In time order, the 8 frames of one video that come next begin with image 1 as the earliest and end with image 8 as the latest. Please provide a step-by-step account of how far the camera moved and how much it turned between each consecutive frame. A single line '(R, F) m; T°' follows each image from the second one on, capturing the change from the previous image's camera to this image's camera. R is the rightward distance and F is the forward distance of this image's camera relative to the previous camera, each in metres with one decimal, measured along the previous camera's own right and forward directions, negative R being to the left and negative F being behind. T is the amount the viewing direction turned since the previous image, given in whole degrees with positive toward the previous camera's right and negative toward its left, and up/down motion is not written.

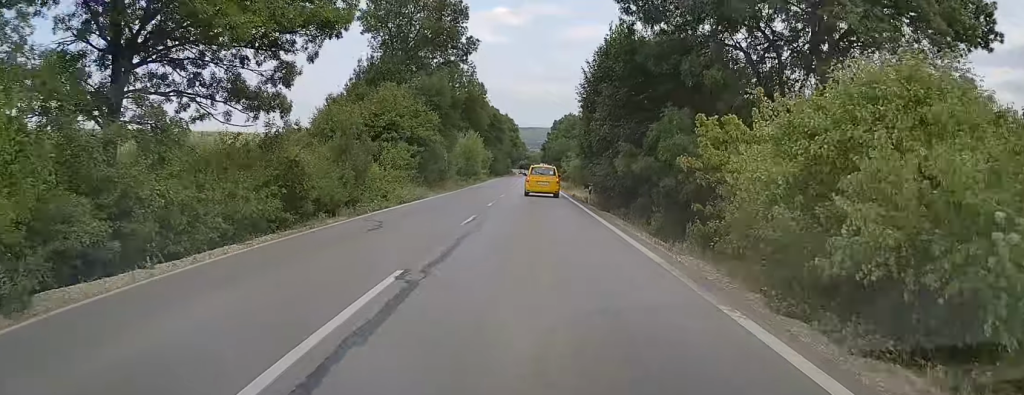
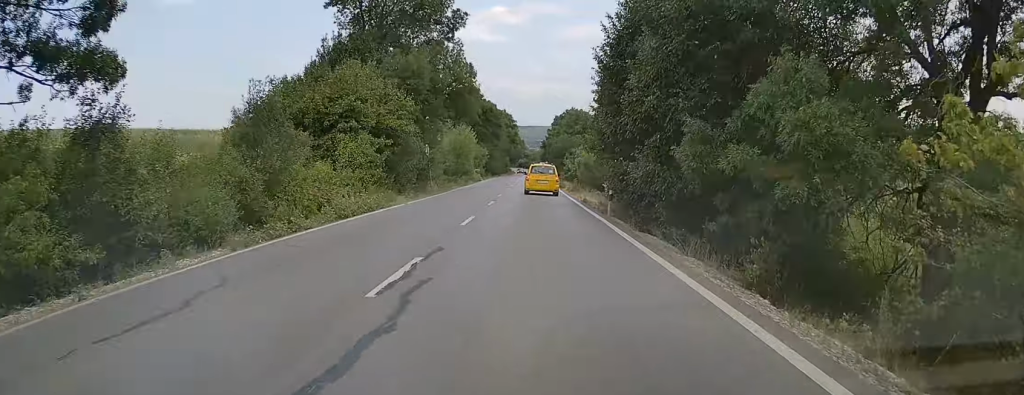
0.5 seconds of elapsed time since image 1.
(-0.1, +9.4) m; 0°
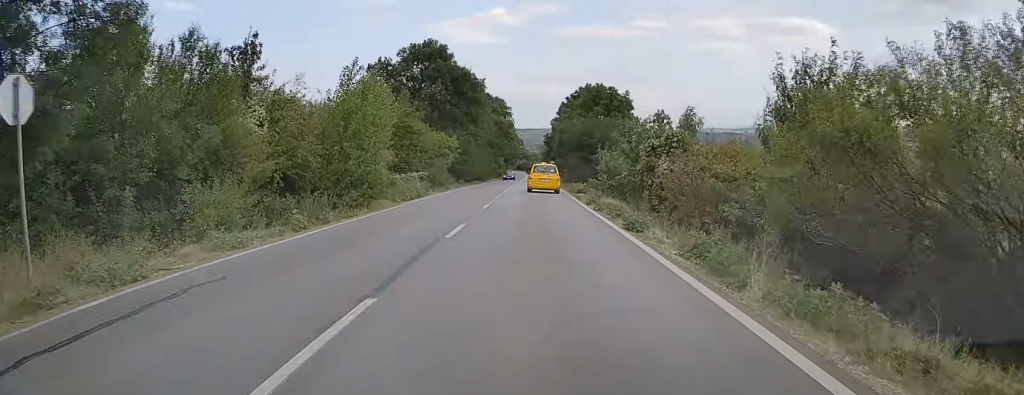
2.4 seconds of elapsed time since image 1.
(+1.0, +39.4) m; +1°
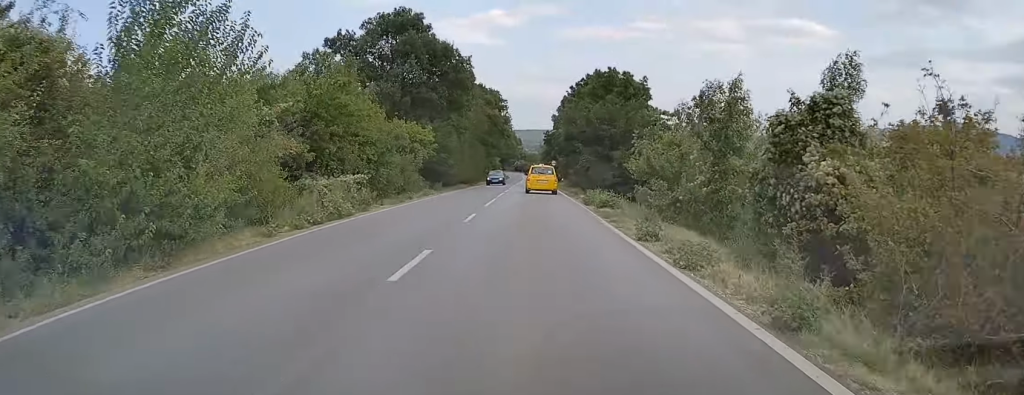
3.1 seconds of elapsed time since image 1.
(-0.2, +14.0) m; -1°
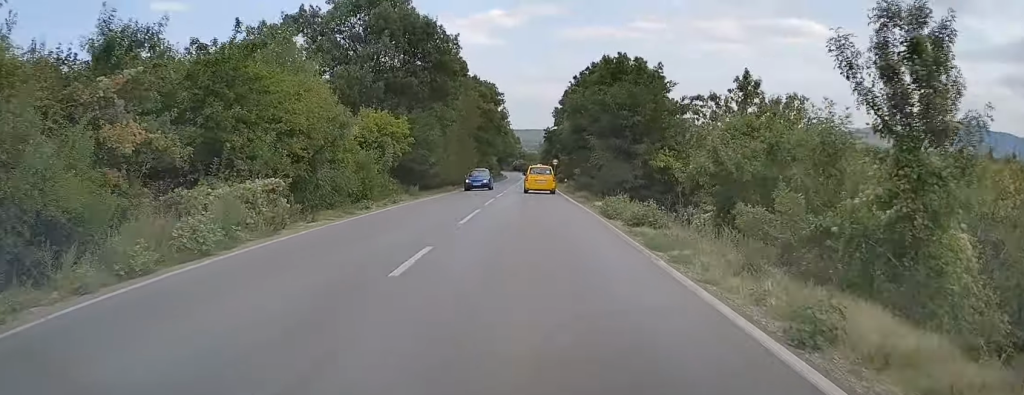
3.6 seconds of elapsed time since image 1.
(-0.1, +8.6) m; 0°
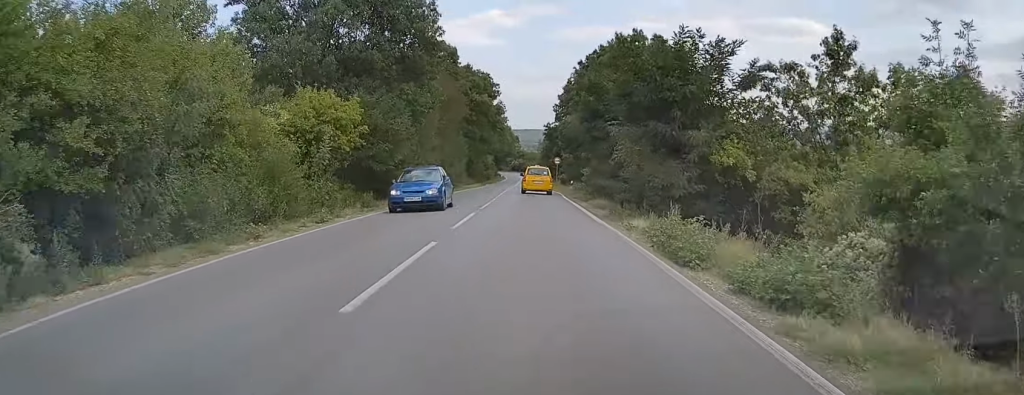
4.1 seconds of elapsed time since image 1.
(0.0, +10.0) m; 0°
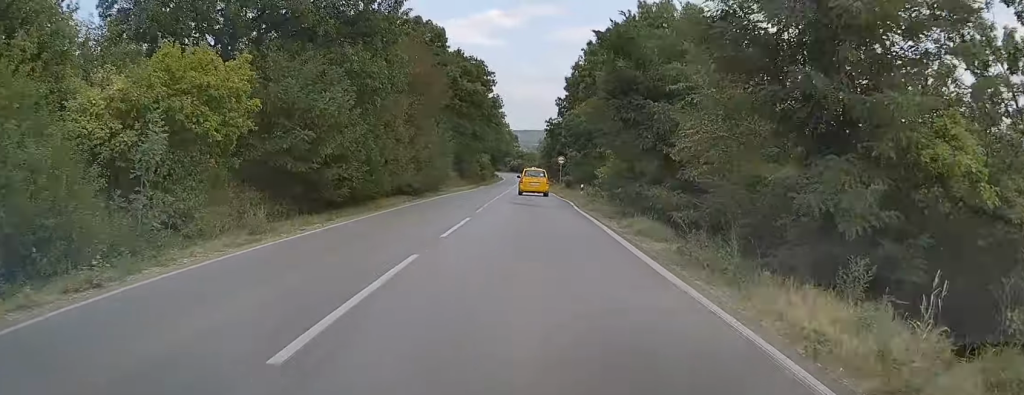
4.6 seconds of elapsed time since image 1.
(0.0, +10.6) m; 0°
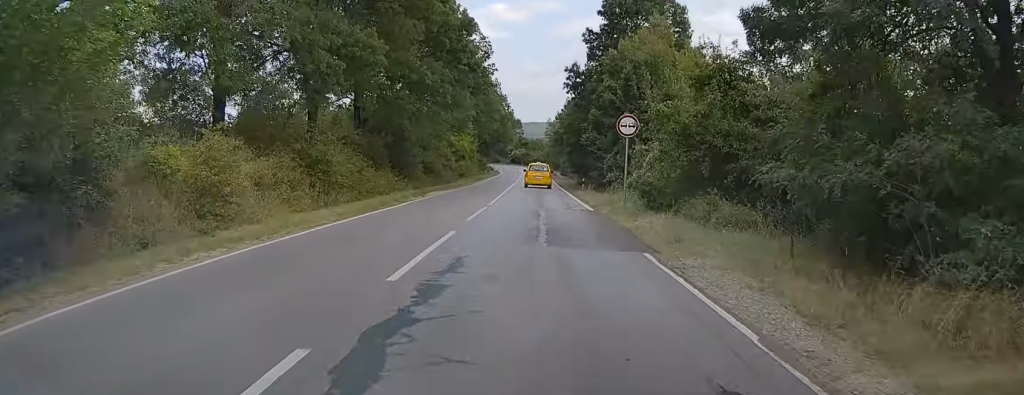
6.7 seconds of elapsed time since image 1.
(+0.8, +41.9) m; +1°
